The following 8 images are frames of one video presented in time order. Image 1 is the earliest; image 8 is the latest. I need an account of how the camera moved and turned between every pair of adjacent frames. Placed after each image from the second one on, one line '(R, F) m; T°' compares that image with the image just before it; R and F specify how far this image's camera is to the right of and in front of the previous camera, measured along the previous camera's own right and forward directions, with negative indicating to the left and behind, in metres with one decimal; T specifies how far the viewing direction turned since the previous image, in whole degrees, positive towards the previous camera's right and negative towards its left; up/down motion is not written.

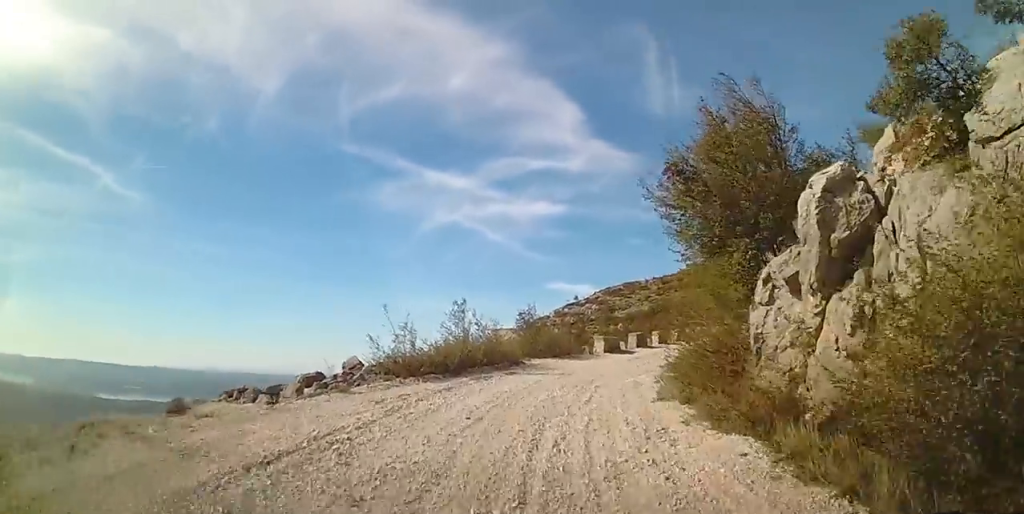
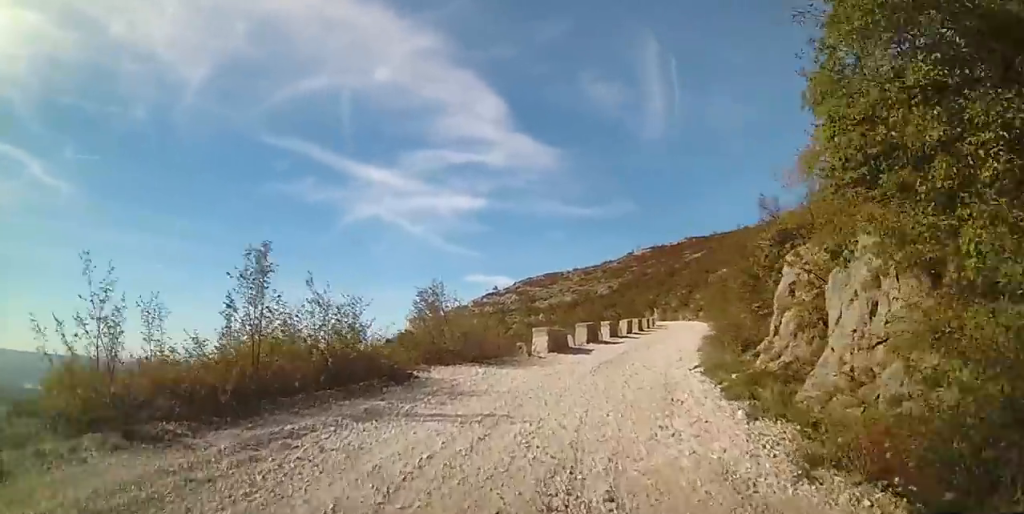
(+0.5, +8.7) m; +10°
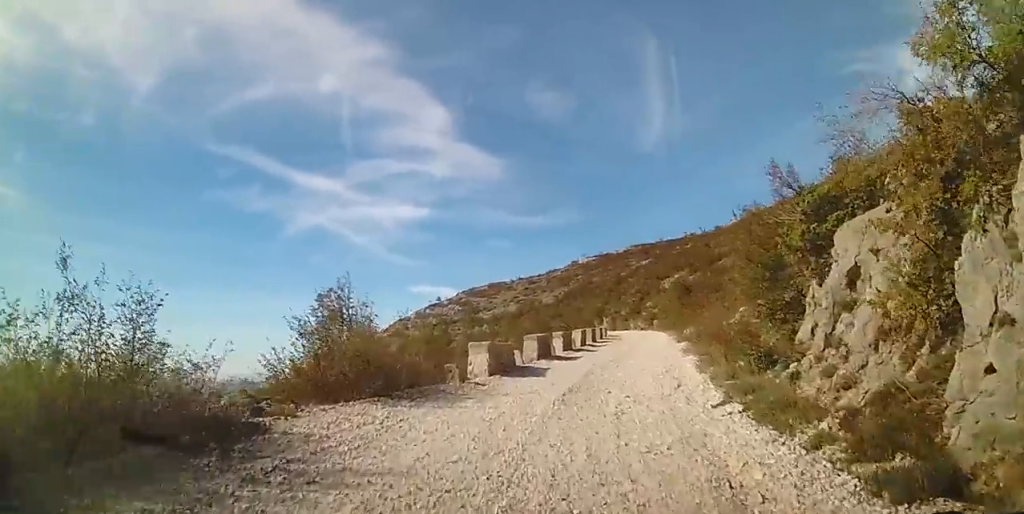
(+0.3, +4.2) m; +7°
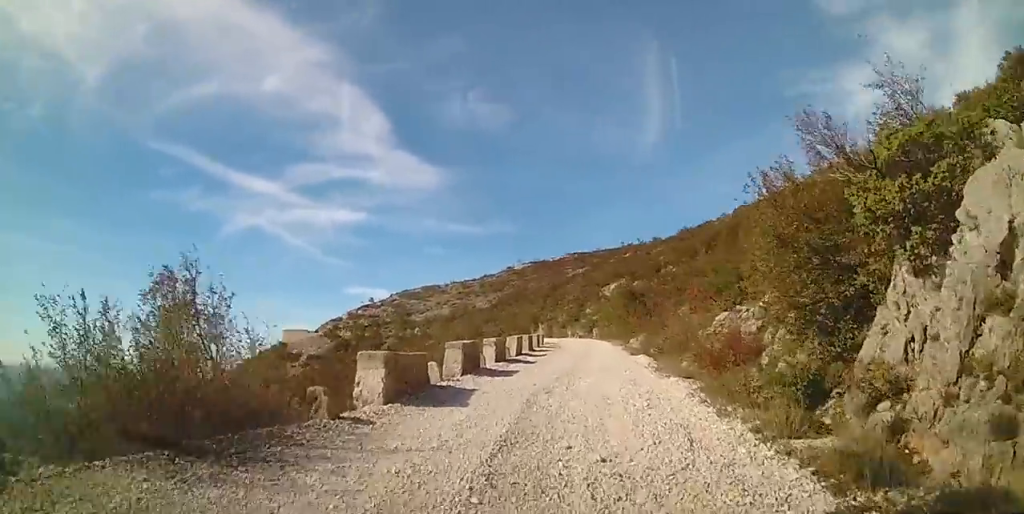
(+0.4, +4.2) m; +5°
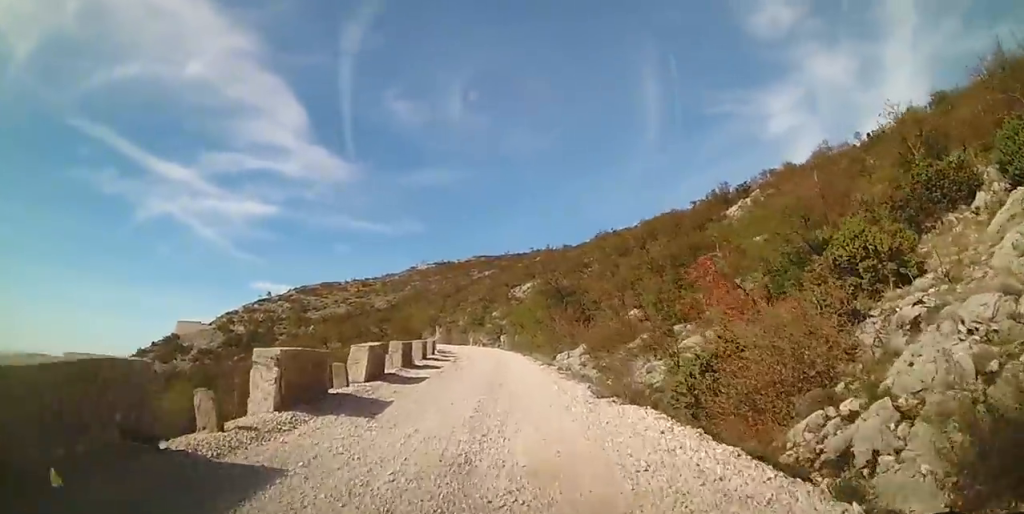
(+0.6, +12.6) m; +6°
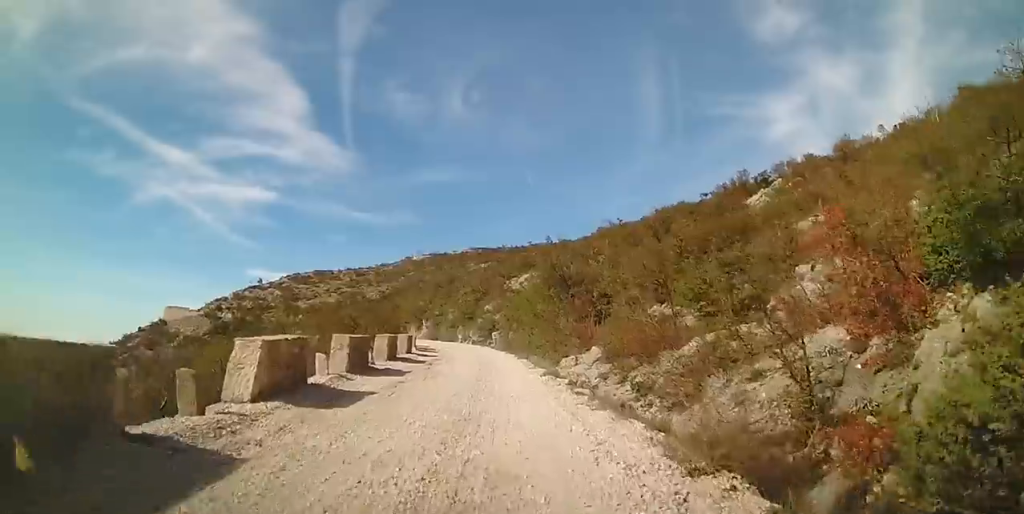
(+0.1, +5.9) m; +4°
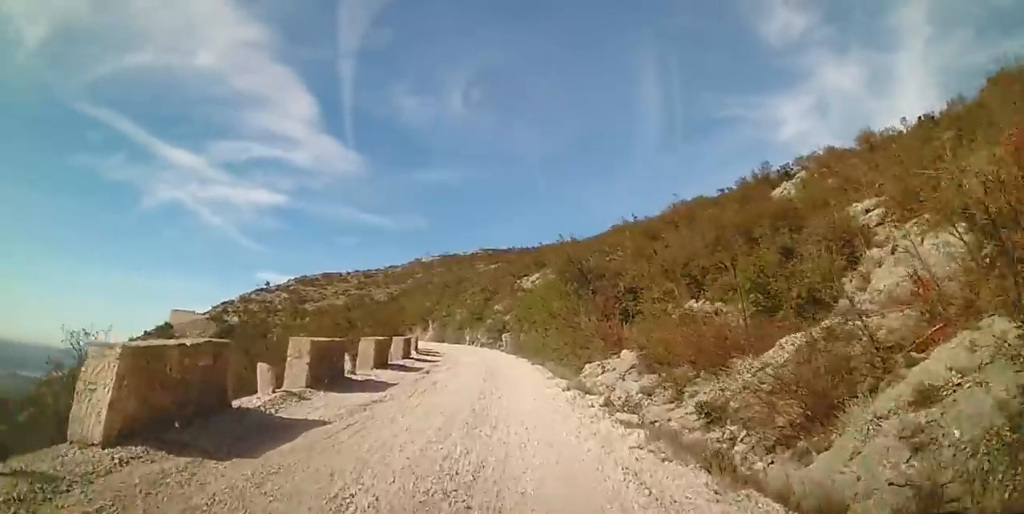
(+0.3, +3.6) m; 0°
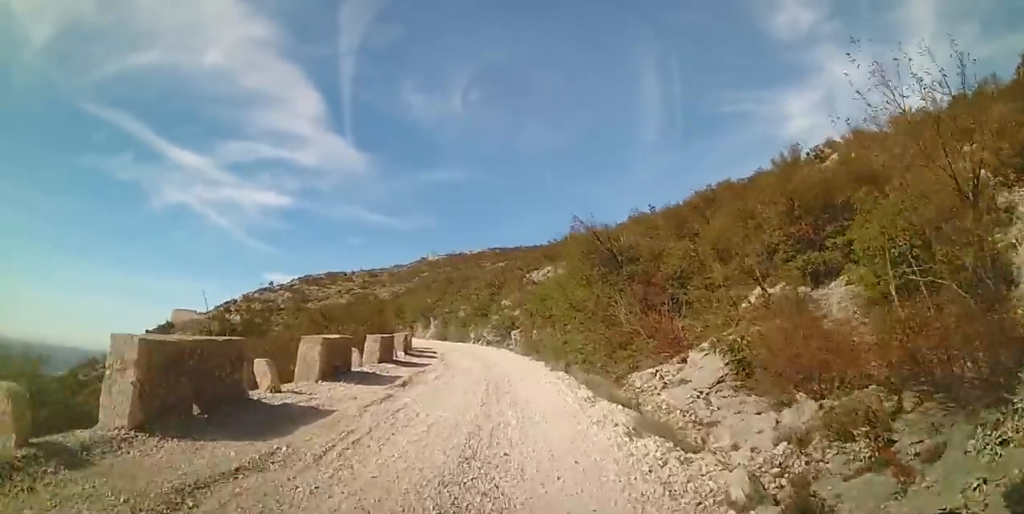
(-0.2, +5.6) m; -3°
